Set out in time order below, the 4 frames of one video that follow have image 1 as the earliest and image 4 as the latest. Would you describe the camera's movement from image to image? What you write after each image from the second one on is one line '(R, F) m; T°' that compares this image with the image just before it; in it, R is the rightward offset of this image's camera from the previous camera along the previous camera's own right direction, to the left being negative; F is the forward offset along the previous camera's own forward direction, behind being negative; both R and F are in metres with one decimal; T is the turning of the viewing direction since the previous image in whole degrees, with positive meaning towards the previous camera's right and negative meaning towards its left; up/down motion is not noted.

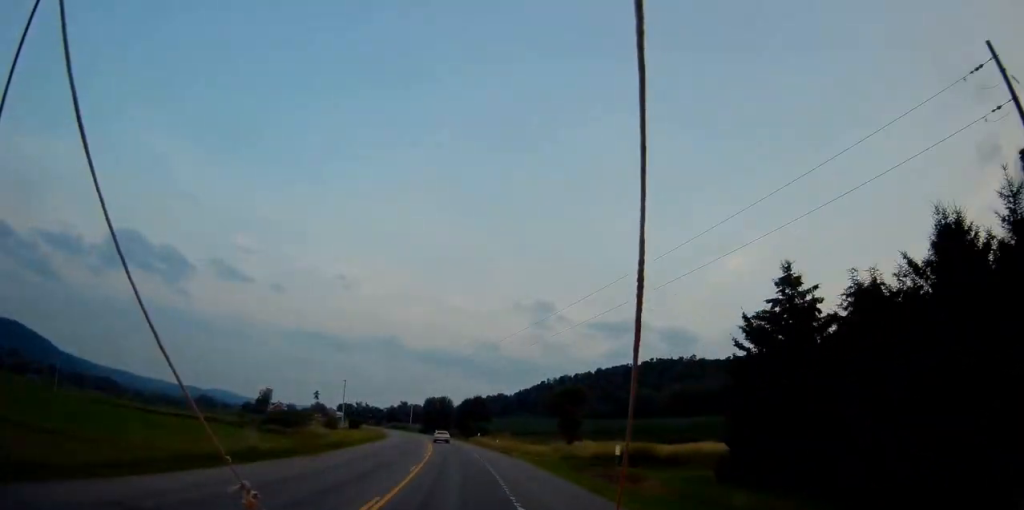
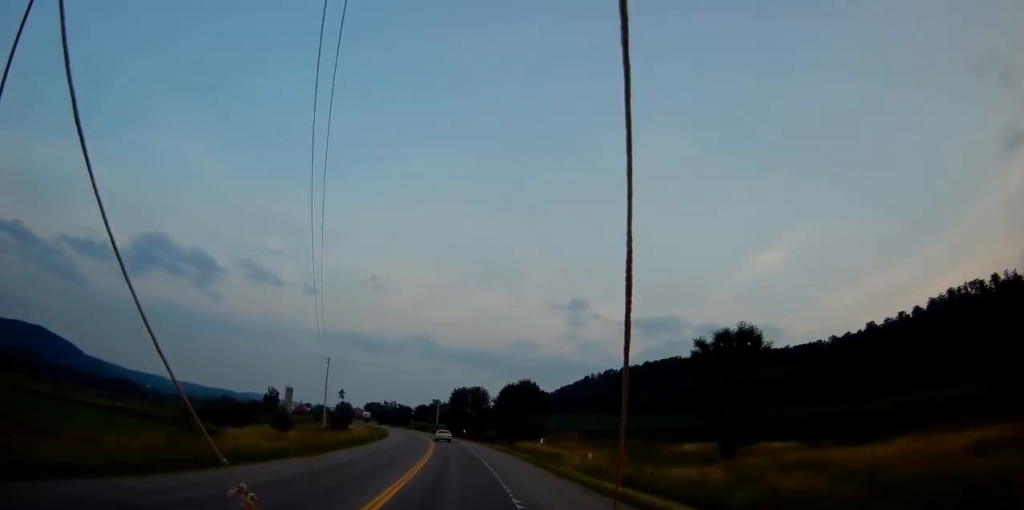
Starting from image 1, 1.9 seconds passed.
(-1.8, +42.8) m; -5°
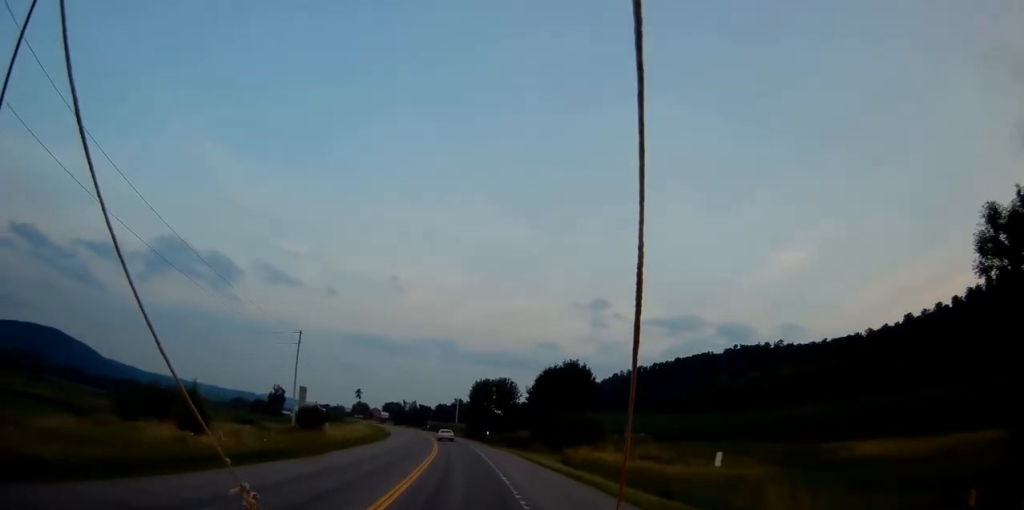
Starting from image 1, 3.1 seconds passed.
(-0.5, +25.4) m; -2°
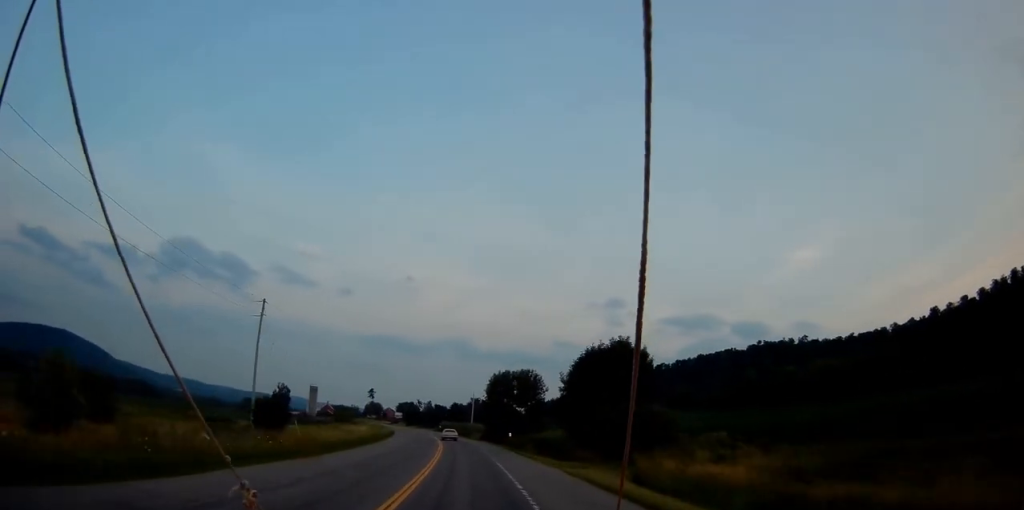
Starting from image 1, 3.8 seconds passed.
(-0.1, +16.5) m; -1°
